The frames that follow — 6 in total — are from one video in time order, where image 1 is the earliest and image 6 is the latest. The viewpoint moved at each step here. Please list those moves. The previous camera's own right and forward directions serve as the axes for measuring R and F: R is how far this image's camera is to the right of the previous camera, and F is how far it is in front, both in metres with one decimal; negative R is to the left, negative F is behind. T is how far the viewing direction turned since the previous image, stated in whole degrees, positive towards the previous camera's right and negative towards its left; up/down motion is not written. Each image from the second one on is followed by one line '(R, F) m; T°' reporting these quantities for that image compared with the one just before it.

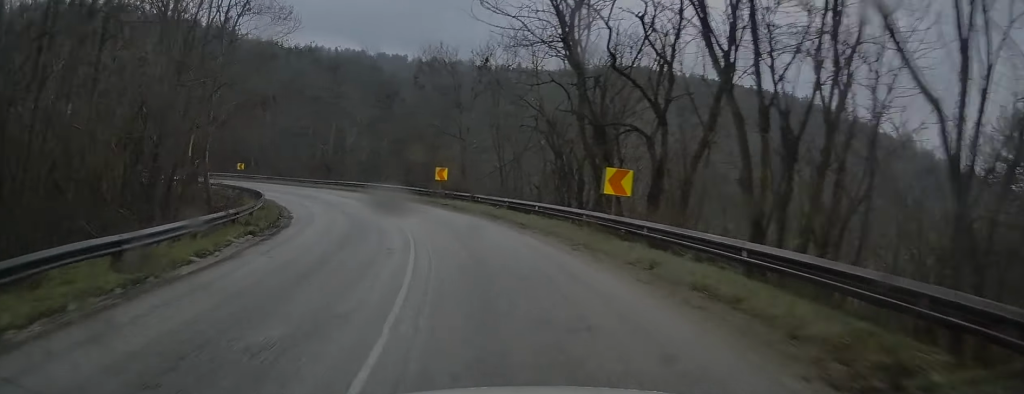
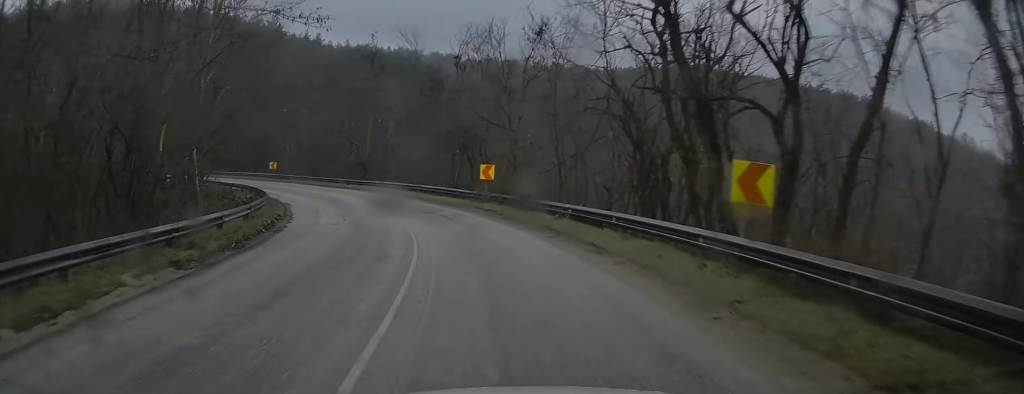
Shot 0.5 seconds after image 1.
(+0.1, +5.8) m; -4°
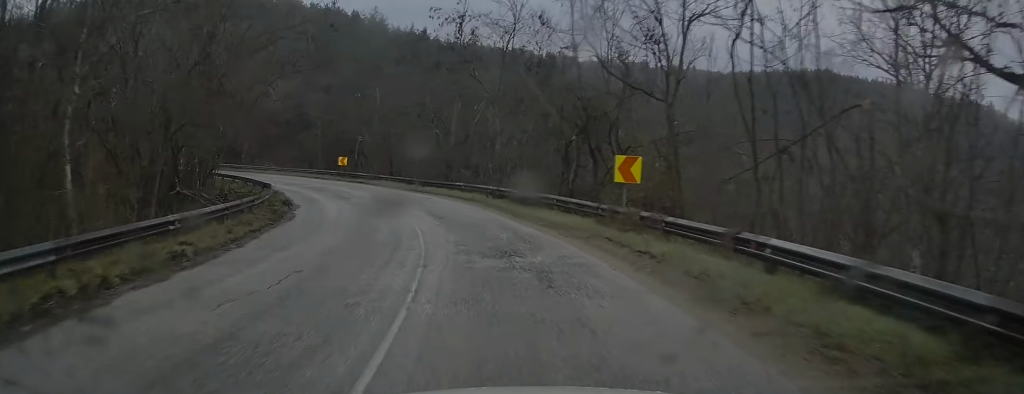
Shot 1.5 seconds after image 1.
(-1.1, +12.8) m; -12°
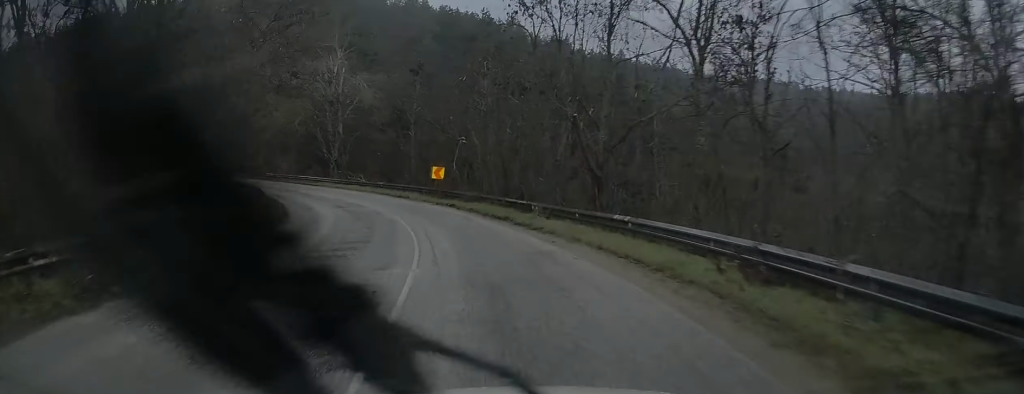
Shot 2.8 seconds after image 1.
(-2.6, +17.6) m; -13°
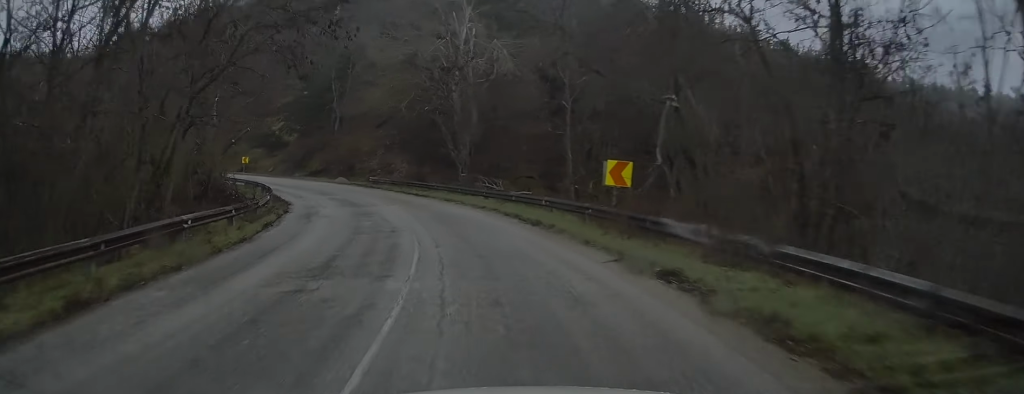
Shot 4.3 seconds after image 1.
(-2.0, +20.0) m; -12°
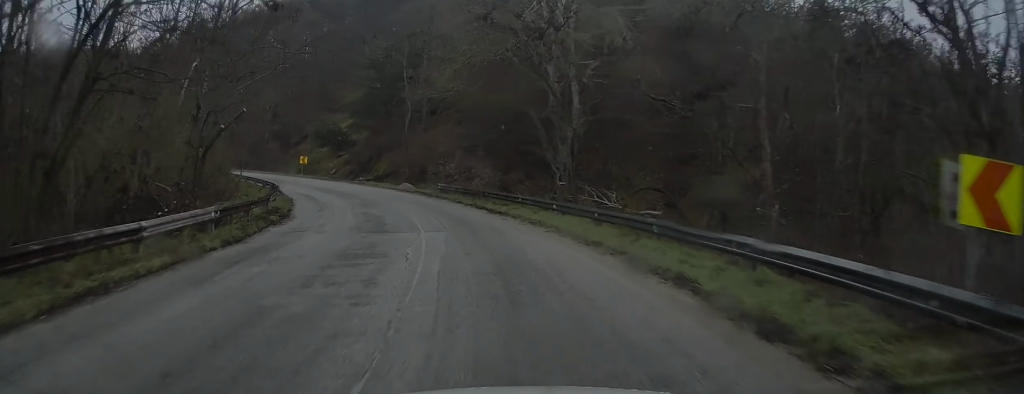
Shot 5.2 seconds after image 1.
(-0.8, +11.6) m; -9°
